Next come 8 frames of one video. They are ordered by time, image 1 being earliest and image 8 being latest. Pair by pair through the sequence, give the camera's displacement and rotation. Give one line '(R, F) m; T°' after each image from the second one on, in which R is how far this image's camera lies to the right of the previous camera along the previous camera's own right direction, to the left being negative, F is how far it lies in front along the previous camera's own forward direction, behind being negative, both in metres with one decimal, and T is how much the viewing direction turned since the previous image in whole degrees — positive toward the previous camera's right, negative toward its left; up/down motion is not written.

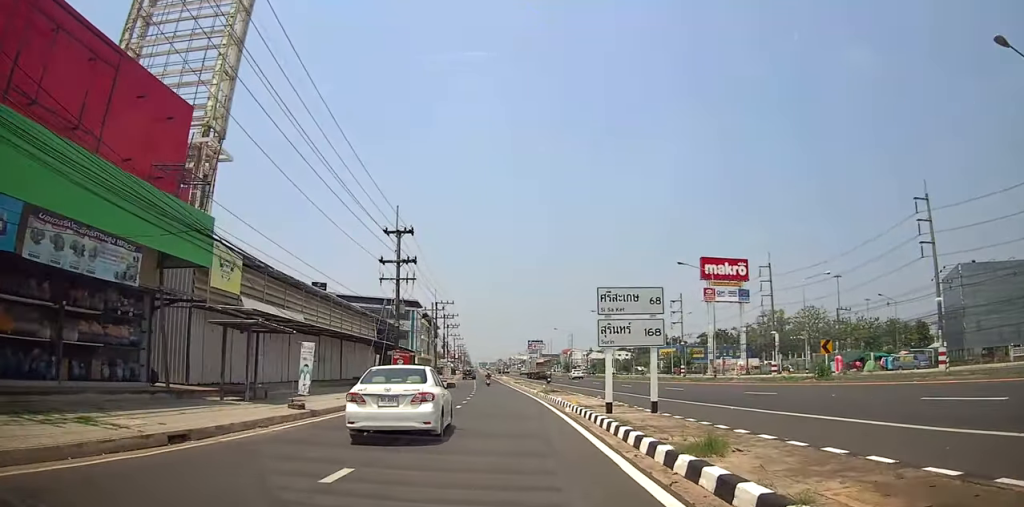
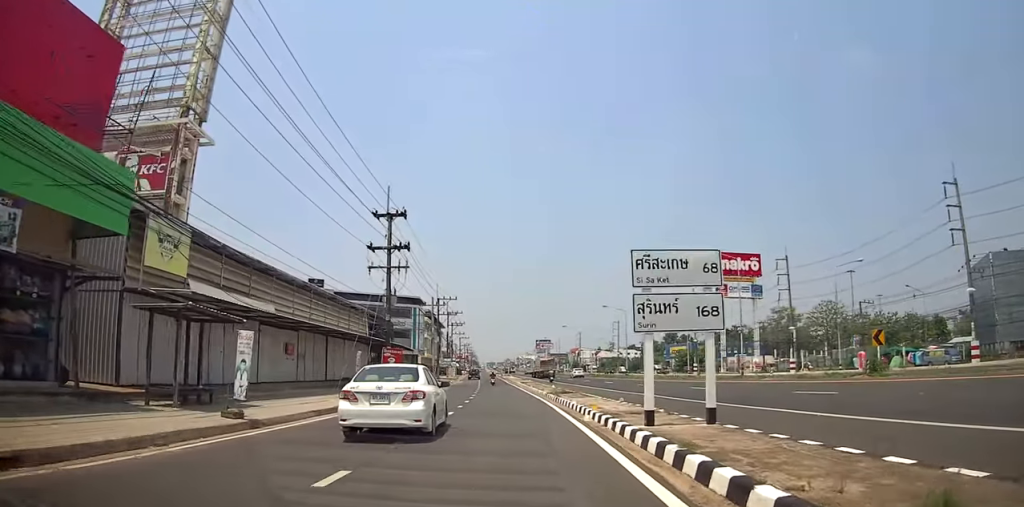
(0.0, +4.3) m; +1°
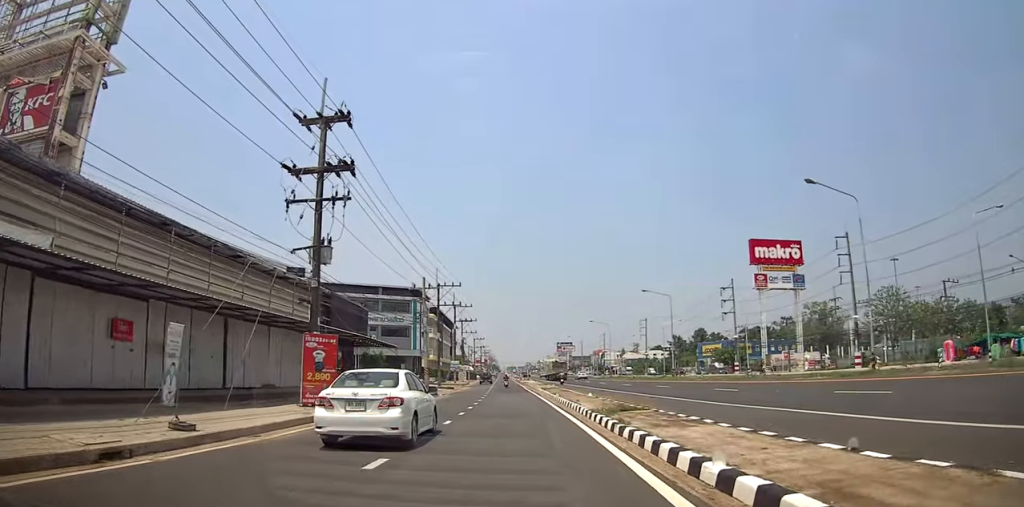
(+0.5, +14.0) m; 0°
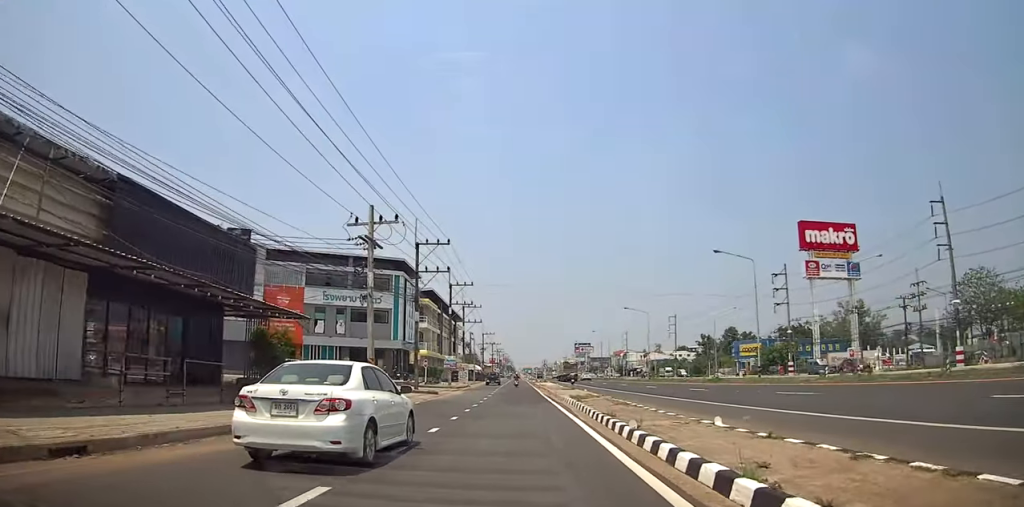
(-1.2, +18.2) m; -5°
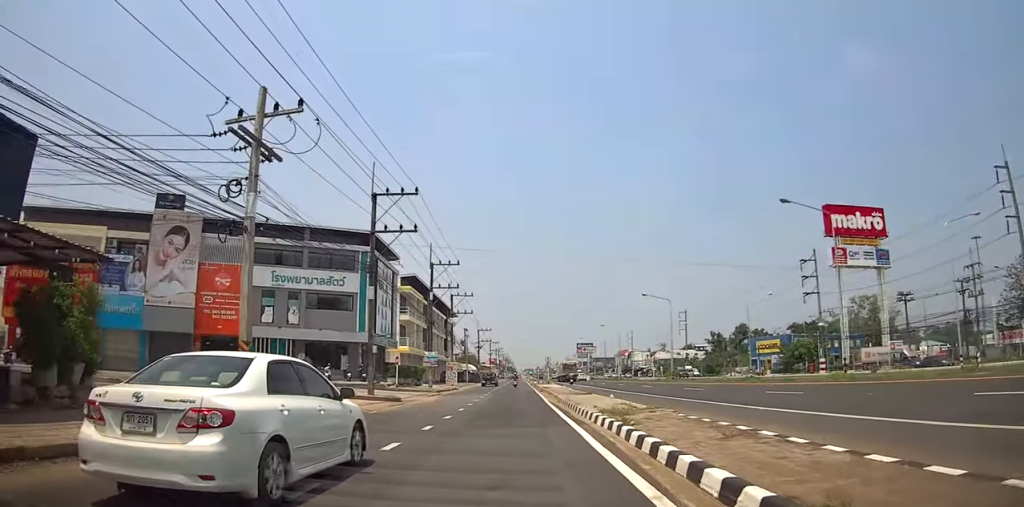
(0.0, +11.1) m; 0°
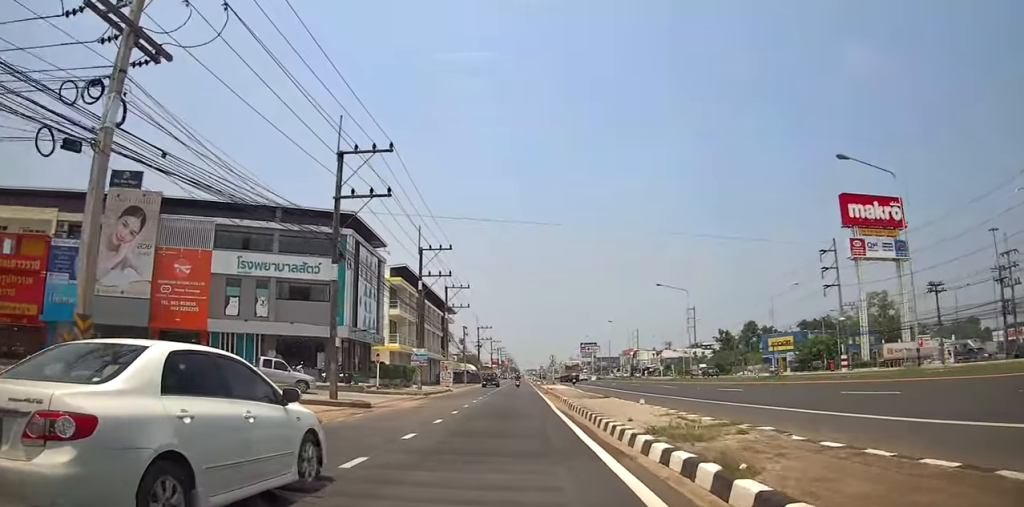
(-0.1, +5.8) m; +1°
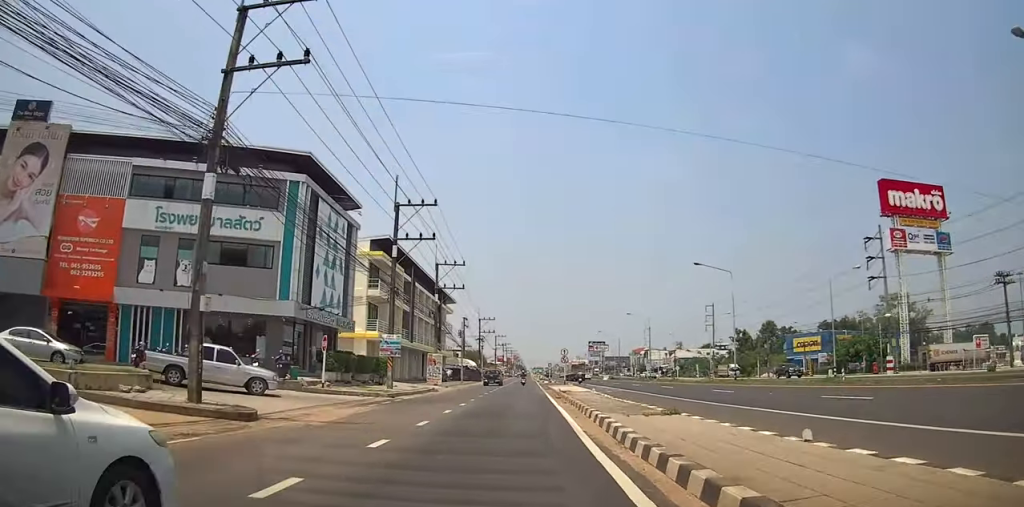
(+0.1, +10.3) m; +1°
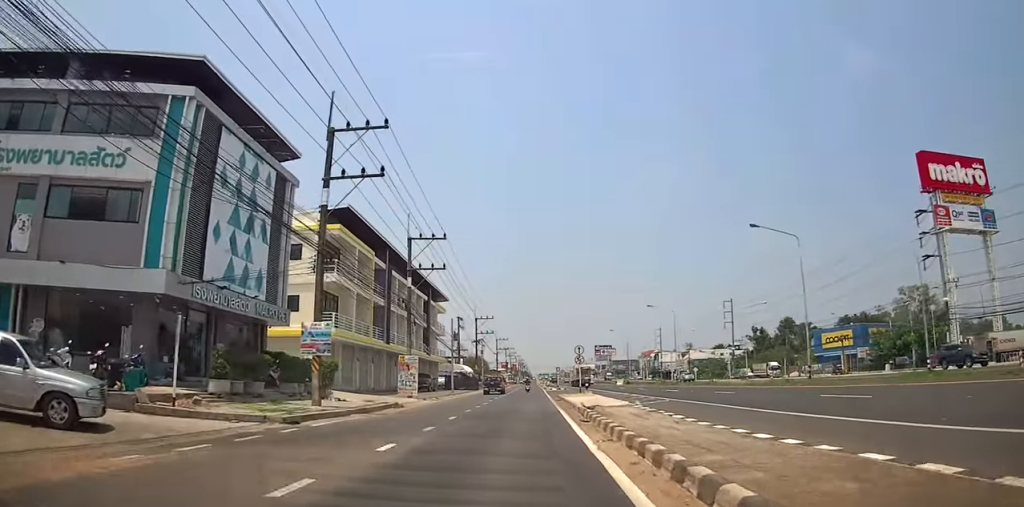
(+0.4, +11.6) m; 0°
